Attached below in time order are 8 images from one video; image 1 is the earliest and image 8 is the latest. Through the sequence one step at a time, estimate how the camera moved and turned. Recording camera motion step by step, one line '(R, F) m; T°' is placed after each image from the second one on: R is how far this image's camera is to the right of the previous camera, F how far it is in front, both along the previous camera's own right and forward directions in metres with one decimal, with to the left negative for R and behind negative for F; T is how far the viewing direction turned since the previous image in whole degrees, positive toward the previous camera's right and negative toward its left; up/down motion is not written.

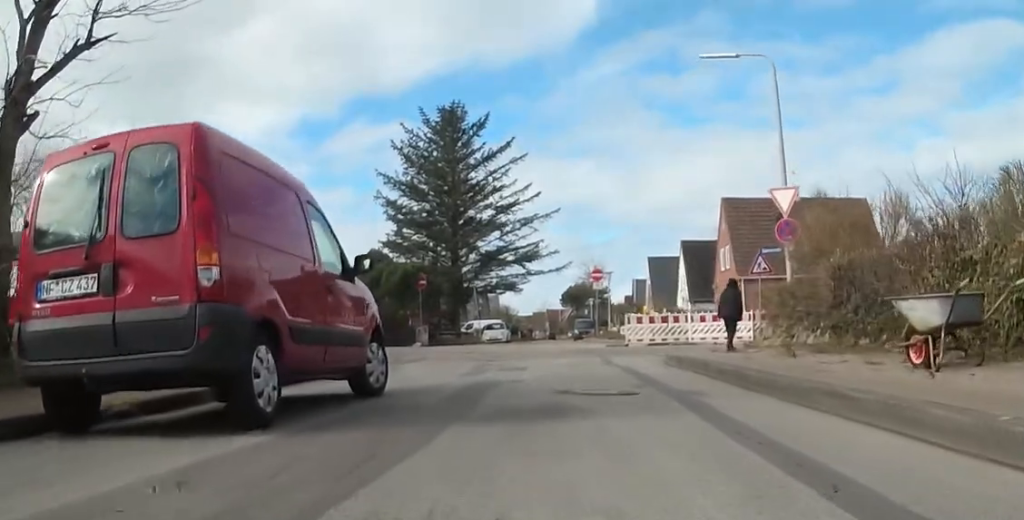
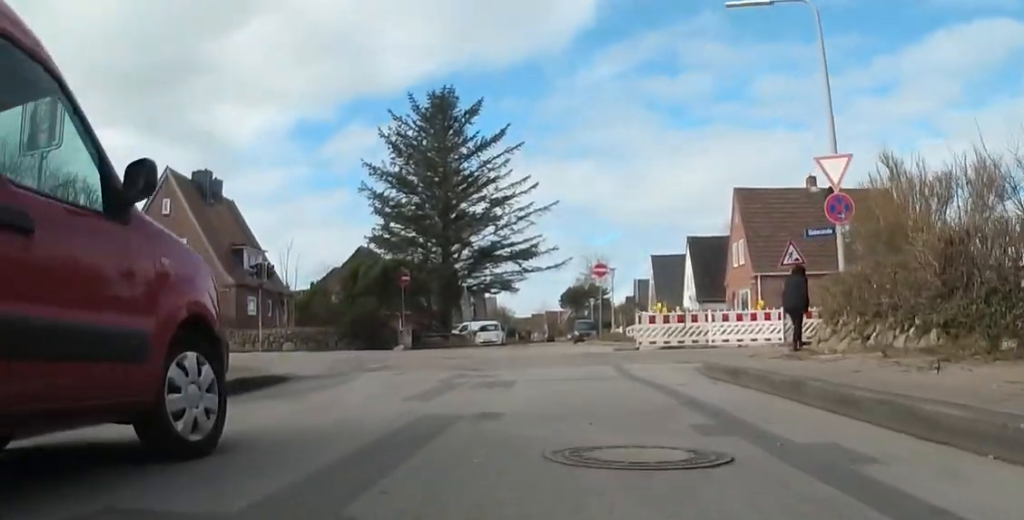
(-0.2, +3.3) m; +7°
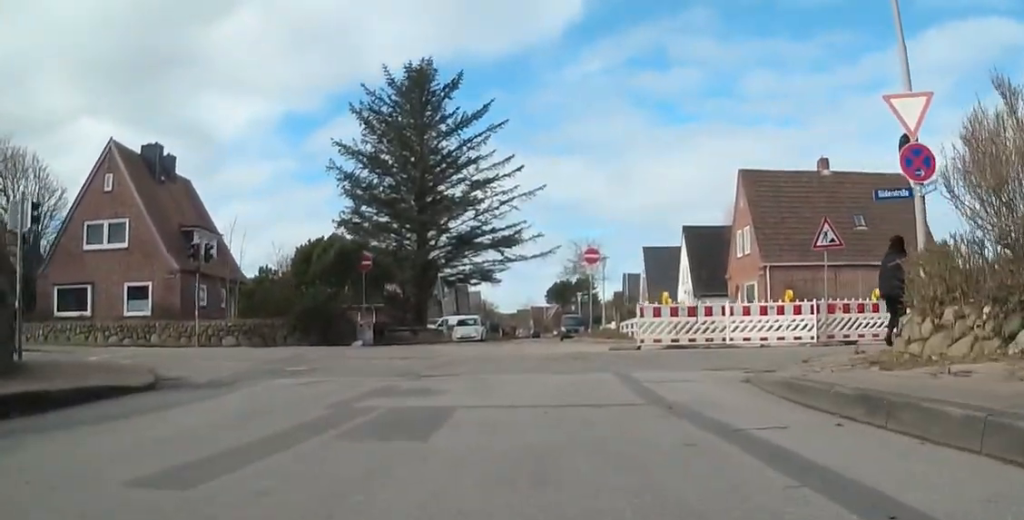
(+0.4, +3.3) m; +10°
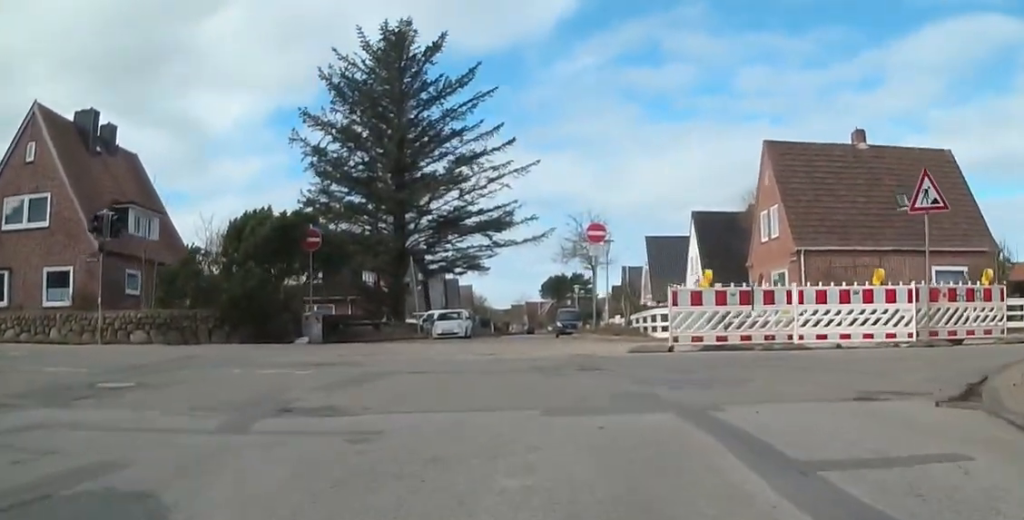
(+0.2, +4.2) m; -10°
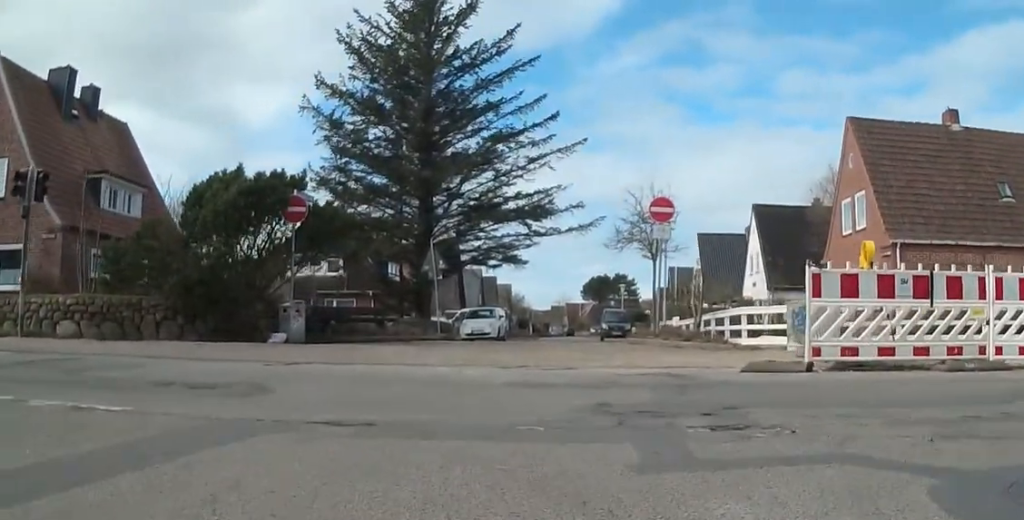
(-0.8, +4.5) m; -12°
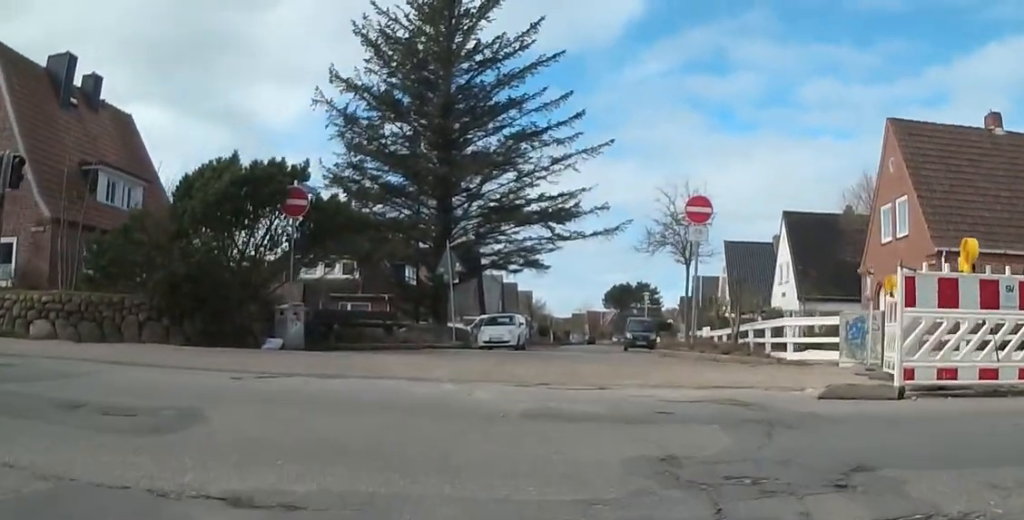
(0.0, +1.7) m; -18°
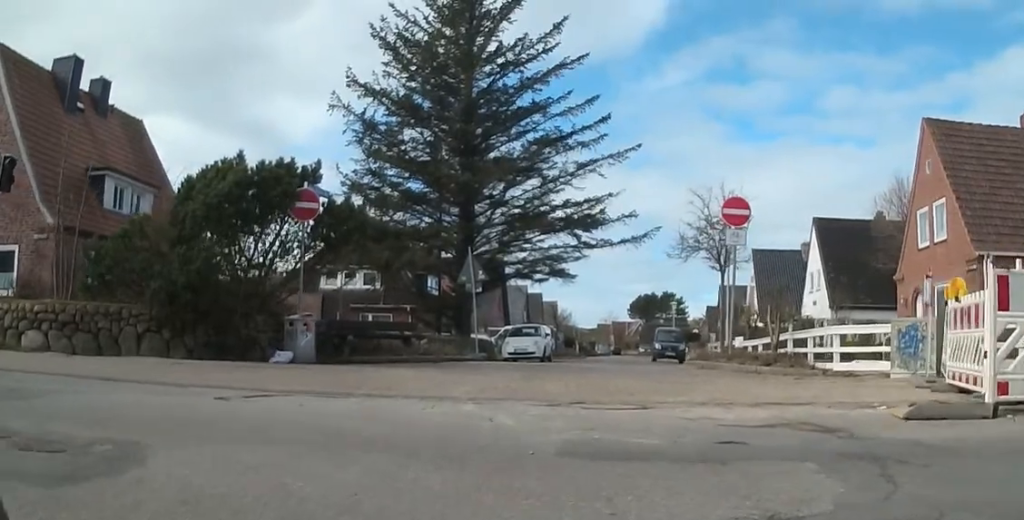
(+0.2, +1.3) m; -14°
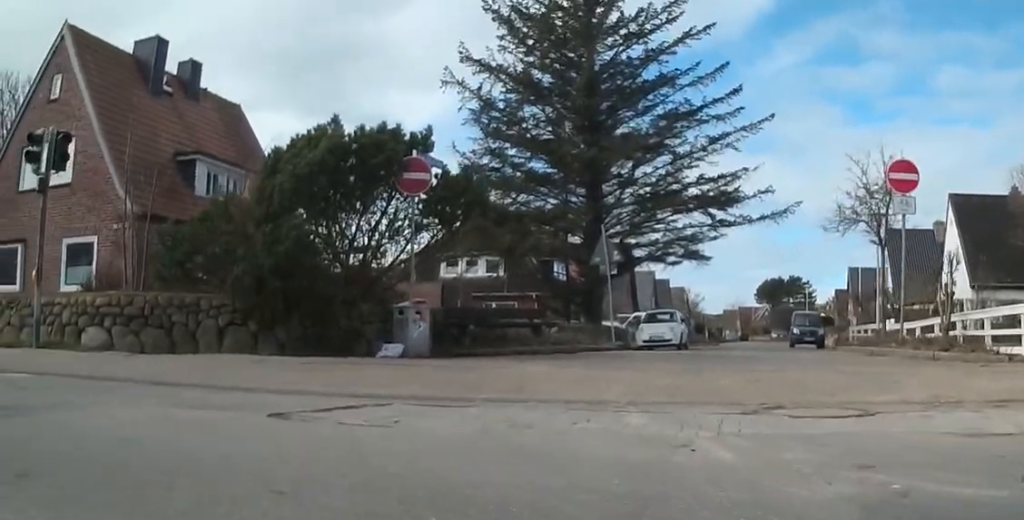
(-1.2, +2.4) m; -11°
